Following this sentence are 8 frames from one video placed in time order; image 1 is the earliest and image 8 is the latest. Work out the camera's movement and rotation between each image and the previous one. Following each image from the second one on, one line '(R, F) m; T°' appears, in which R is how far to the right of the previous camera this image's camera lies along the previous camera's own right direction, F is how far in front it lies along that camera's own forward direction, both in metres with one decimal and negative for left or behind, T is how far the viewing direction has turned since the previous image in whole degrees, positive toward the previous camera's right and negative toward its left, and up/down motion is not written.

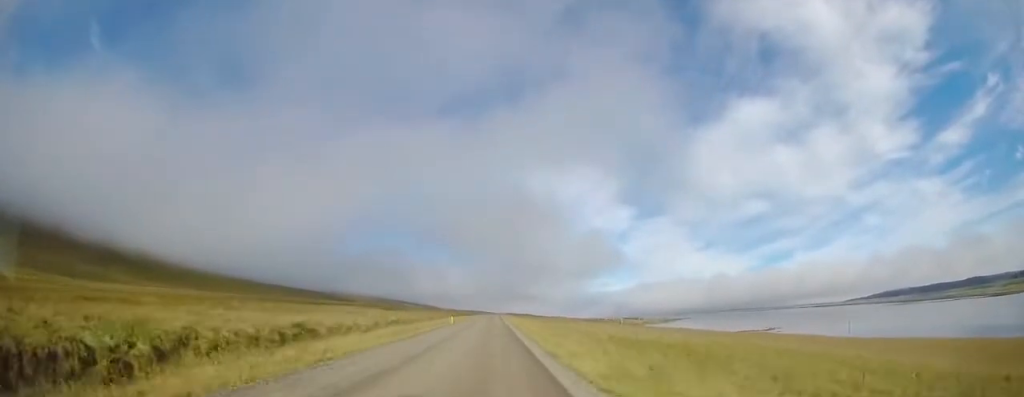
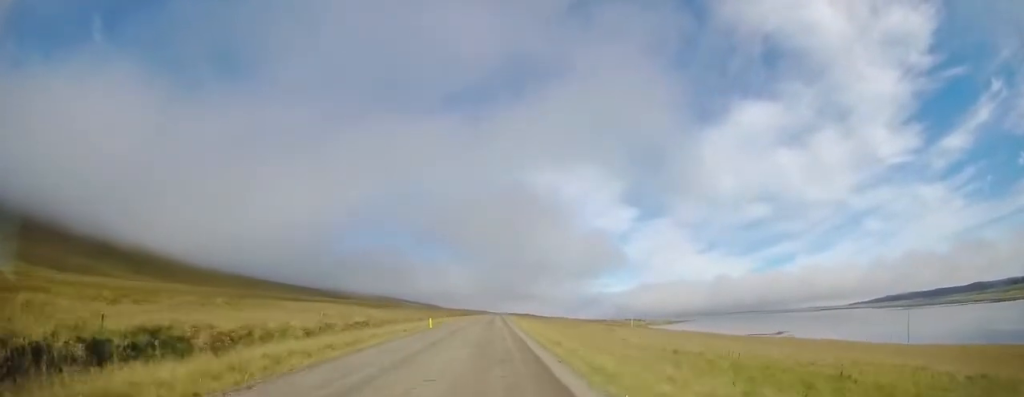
(-0.3, +15.9) m; 0°
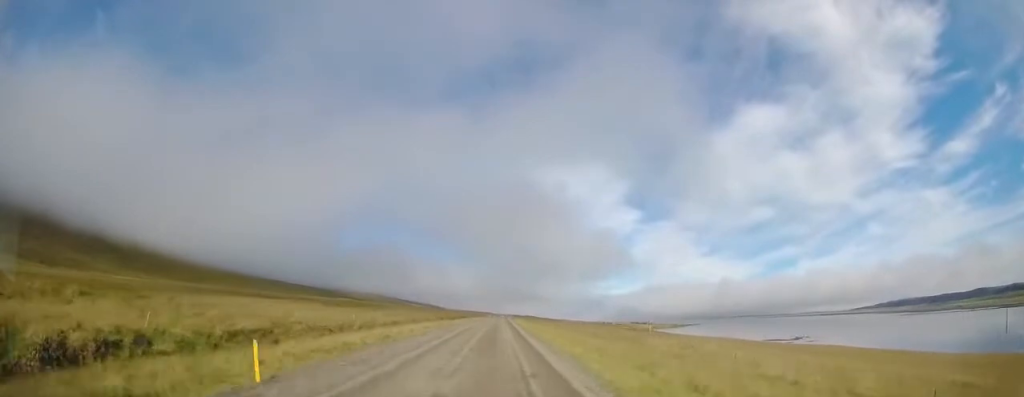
(+0.2, +22.8) m; 0°
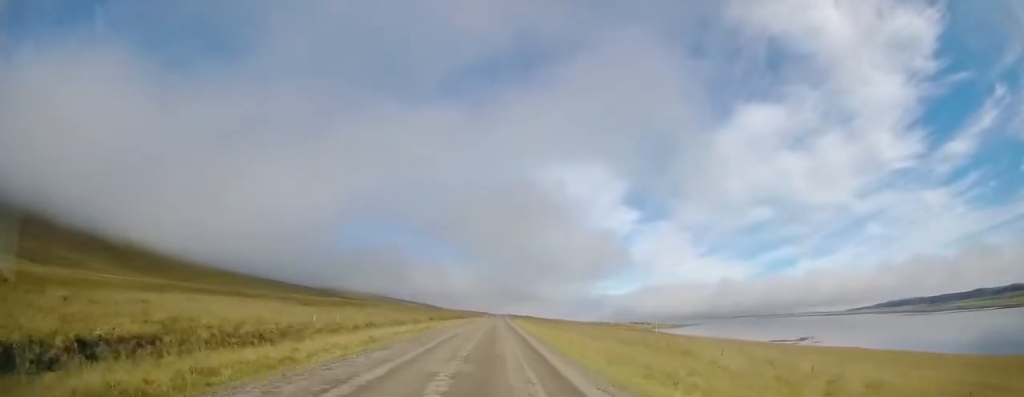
(0.0, +10.8) m; 0°
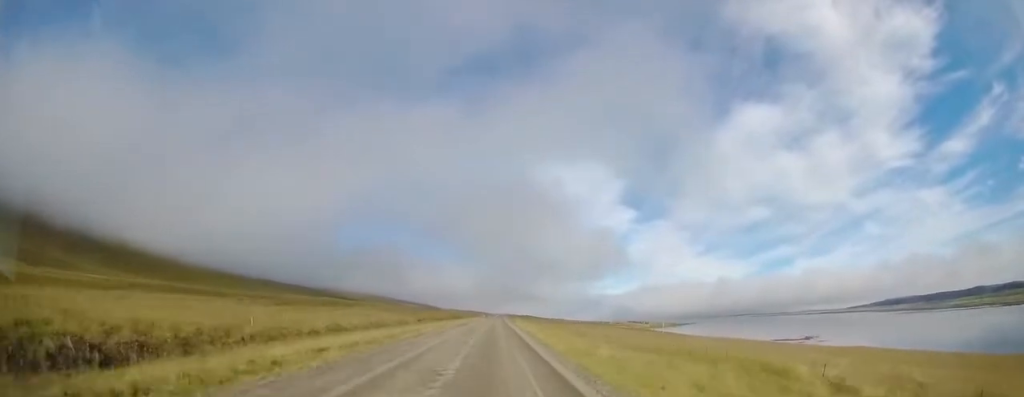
(0.0, +10.1) m; 0°
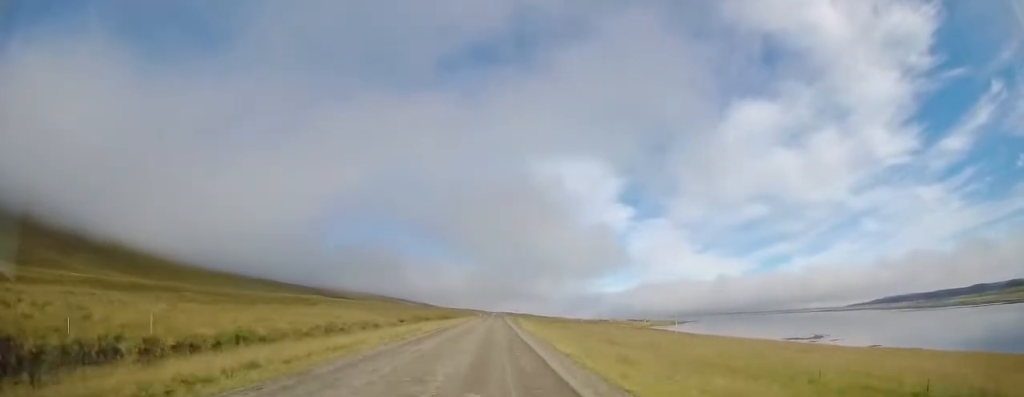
(-0.1, +15.6) m; -1°
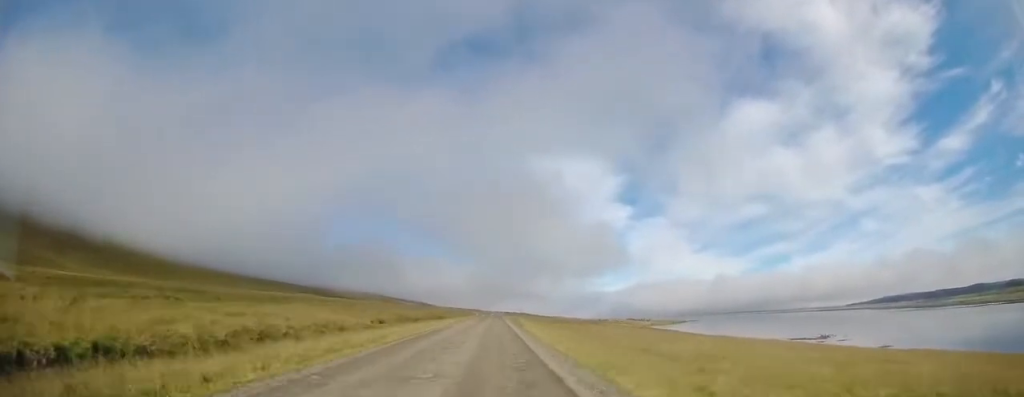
(0.0, +10.9) m; 0°
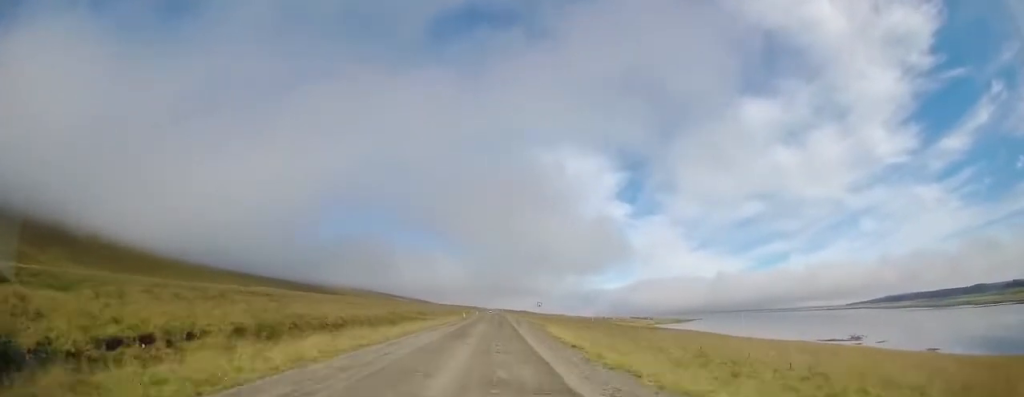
(0.0, +39.0) m; 0°
